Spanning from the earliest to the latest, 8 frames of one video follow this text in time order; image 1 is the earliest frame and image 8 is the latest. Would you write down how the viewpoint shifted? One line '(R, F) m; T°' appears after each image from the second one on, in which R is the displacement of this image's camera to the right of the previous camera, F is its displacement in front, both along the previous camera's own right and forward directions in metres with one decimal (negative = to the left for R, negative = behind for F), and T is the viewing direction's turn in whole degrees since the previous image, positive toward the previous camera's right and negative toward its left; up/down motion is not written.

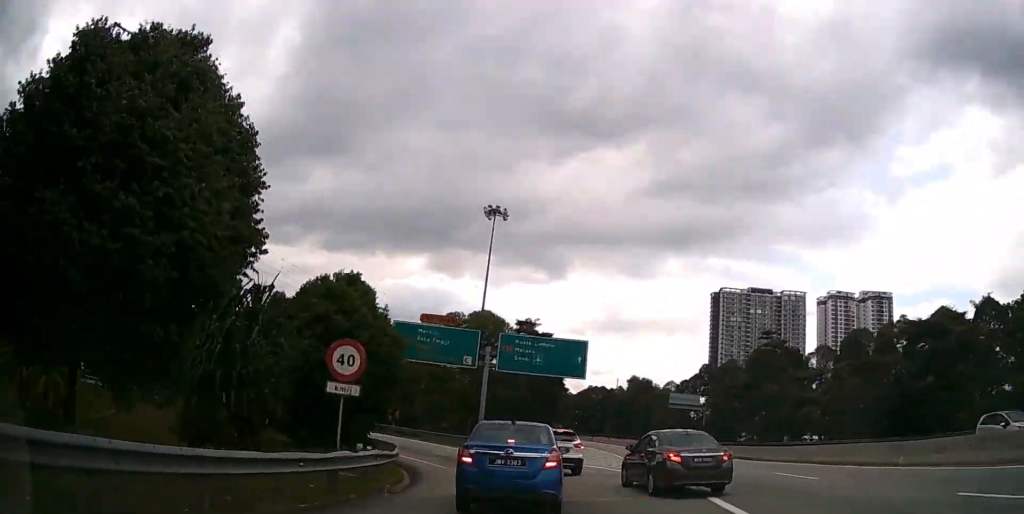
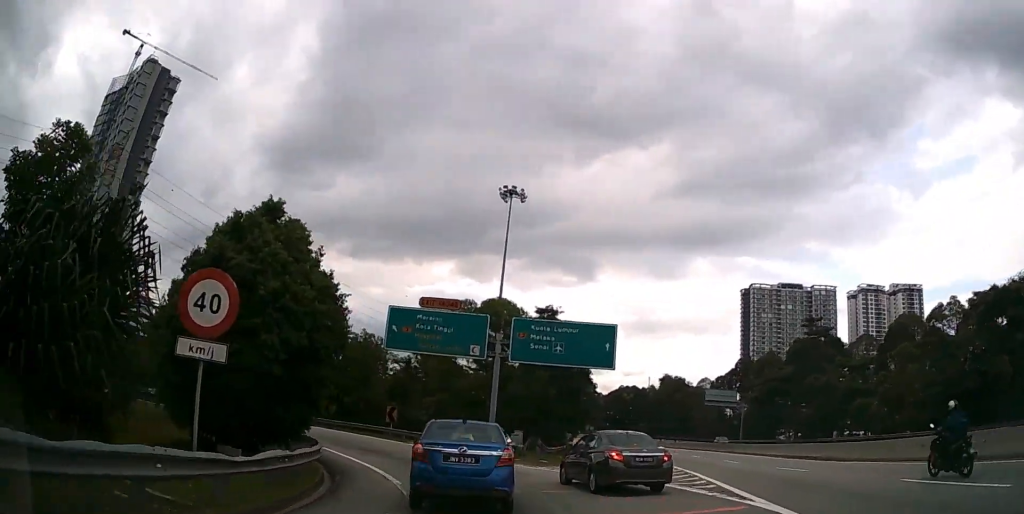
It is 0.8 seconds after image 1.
(-0.1, +7.1) m; -4°
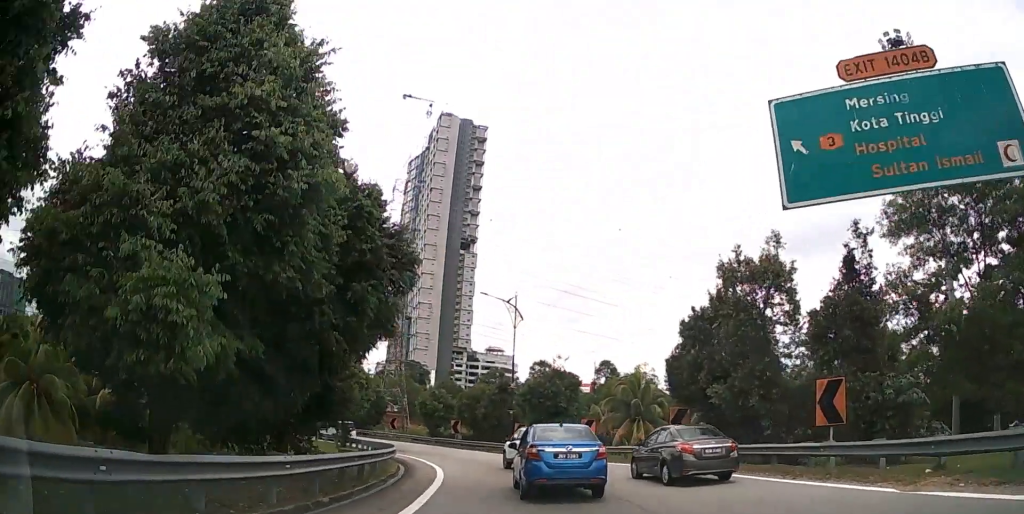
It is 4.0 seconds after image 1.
(-9.0, +25.1) m; -41°
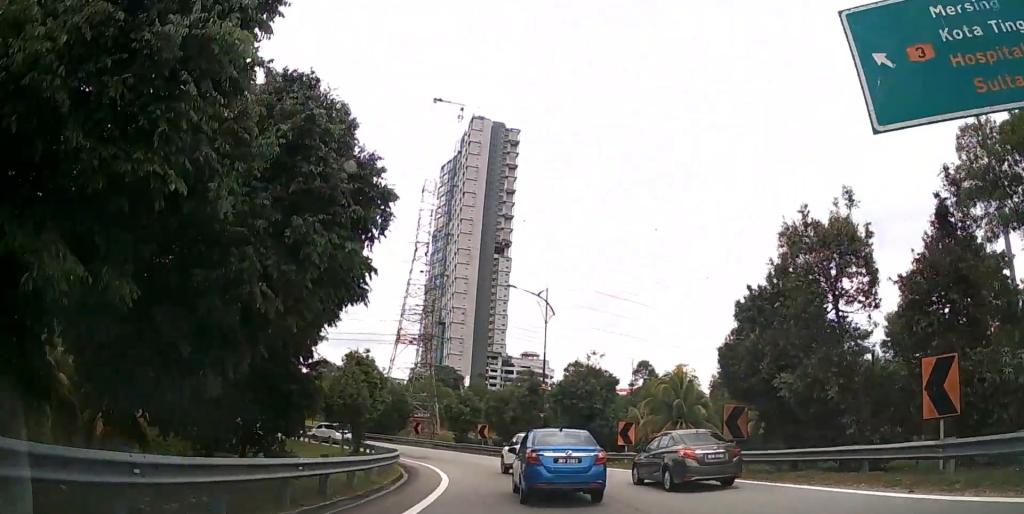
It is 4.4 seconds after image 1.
(-0.1, +3.8) m; -4°
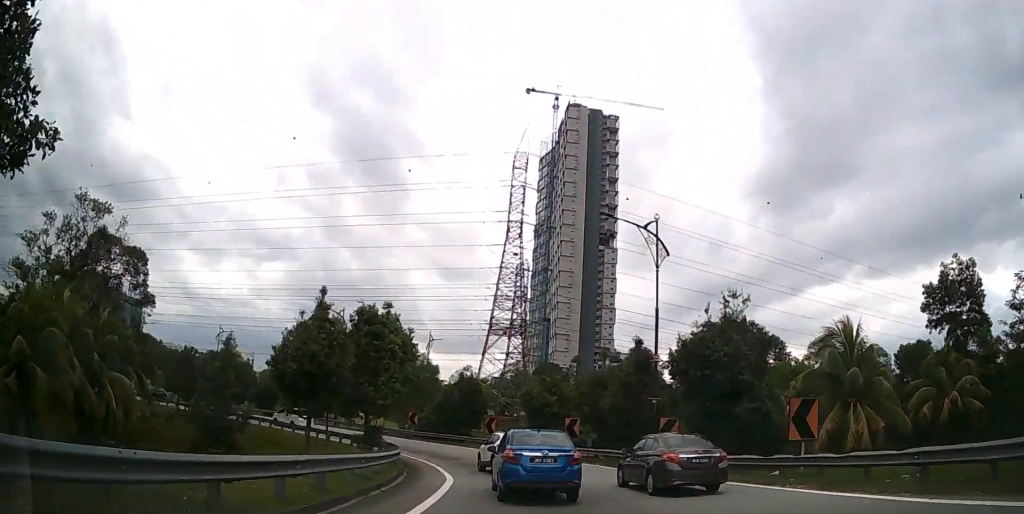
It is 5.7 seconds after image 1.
(-1.3, +13.1) m; -10°
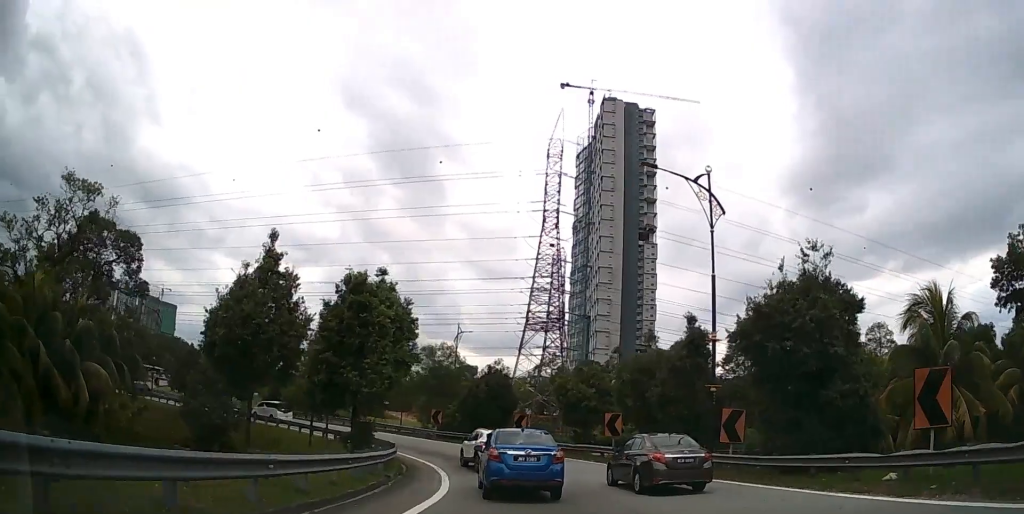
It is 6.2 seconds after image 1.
(0.0, +5.4) m; -4°
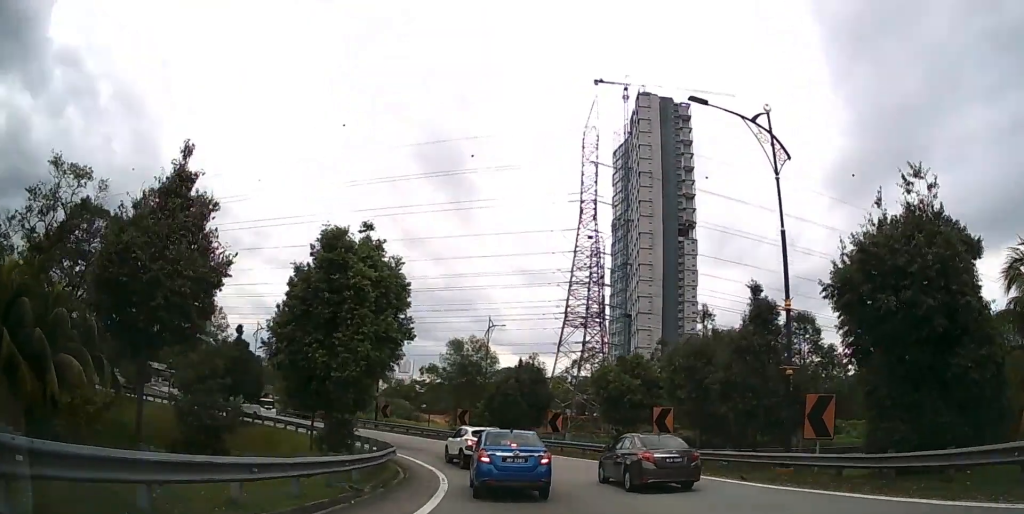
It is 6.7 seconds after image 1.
(-0.3, +4.6) m; -5°
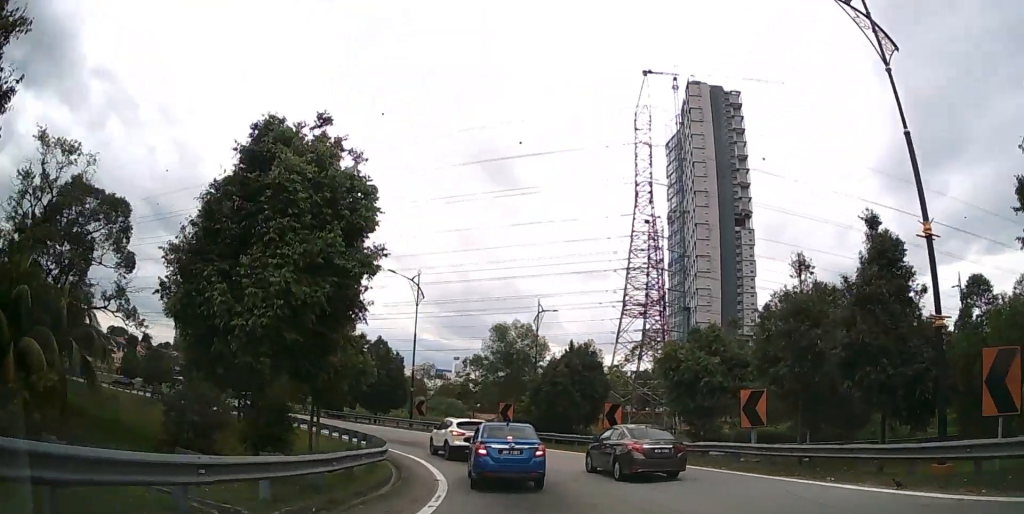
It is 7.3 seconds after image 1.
(-0.1, +6.1) m; -7°
